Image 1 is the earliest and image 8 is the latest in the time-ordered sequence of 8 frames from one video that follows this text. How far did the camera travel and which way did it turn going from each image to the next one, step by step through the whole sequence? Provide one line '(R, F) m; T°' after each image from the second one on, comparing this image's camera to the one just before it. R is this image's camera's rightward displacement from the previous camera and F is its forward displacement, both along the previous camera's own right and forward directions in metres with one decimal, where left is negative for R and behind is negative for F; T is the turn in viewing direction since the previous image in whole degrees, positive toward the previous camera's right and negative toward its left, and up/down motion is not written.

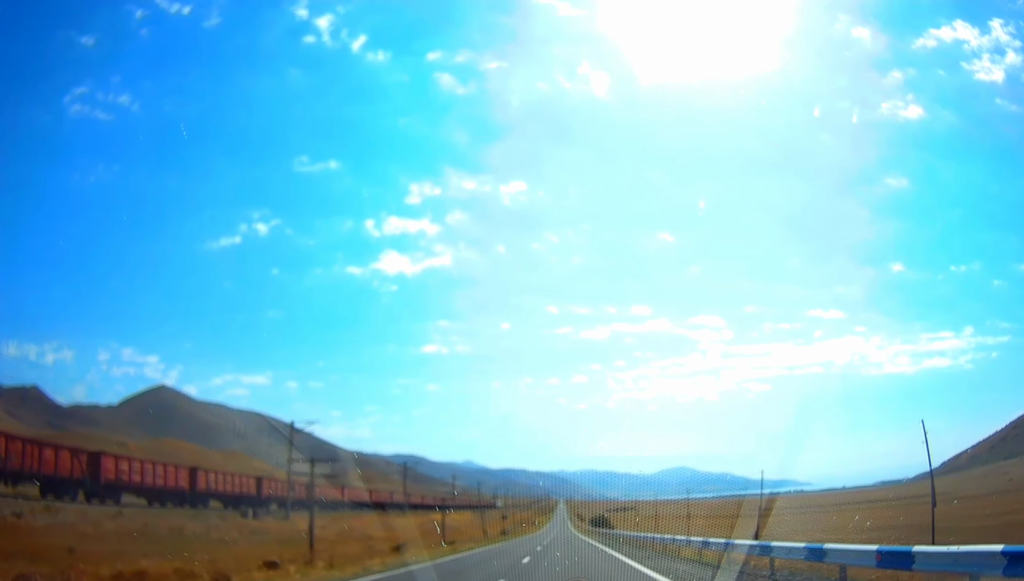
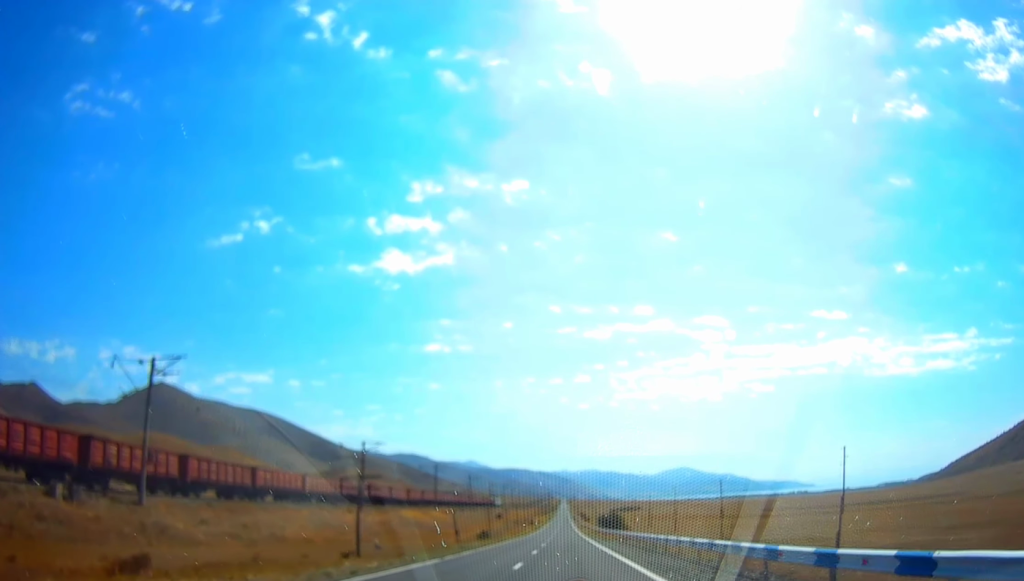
(+0.2, +28.0) m; +1°
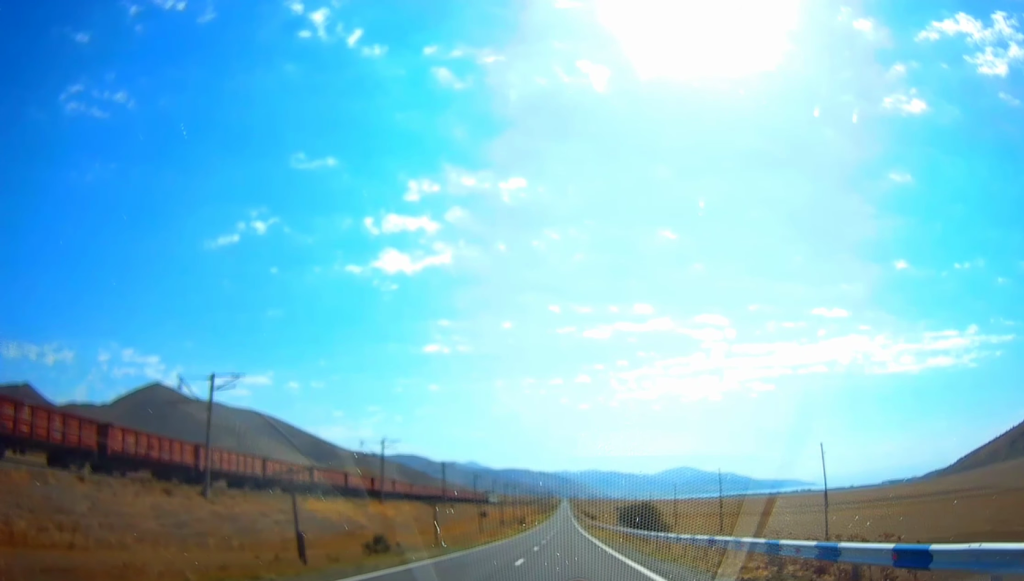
(+0.2, +44.4) m; 0°
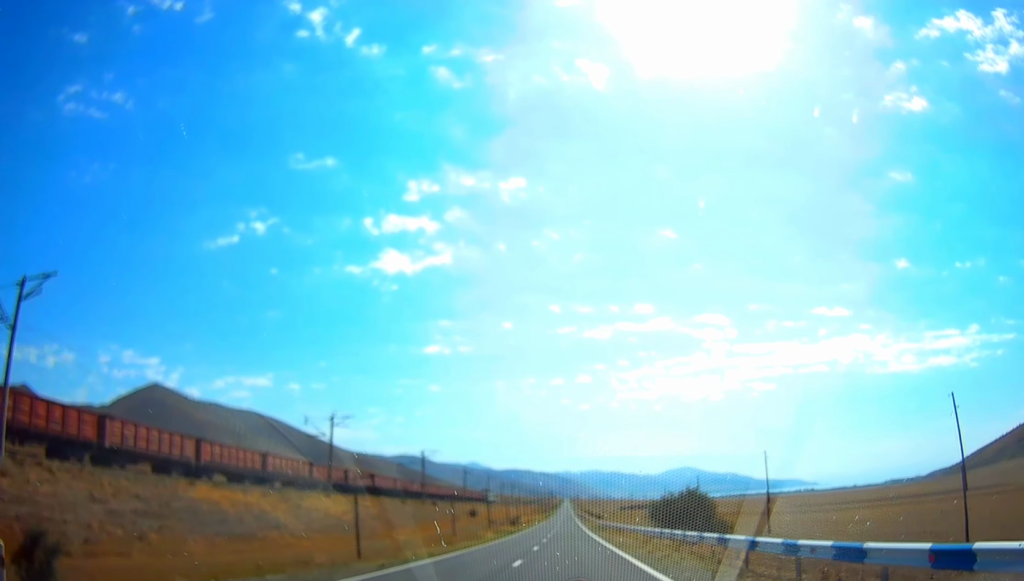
(-0.3, +24.3) m; -1°
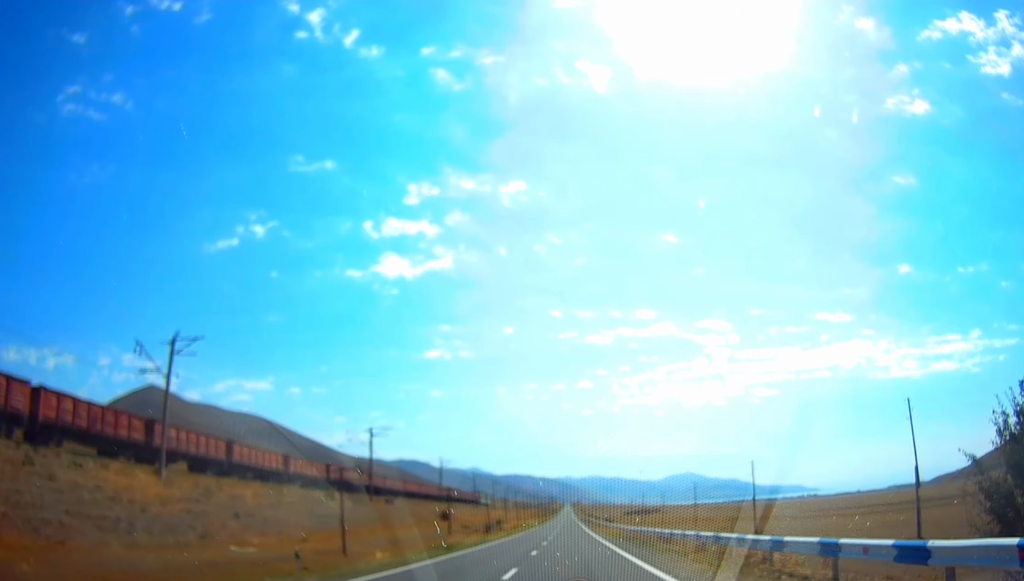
(-0.1, +37.6) m; 0°
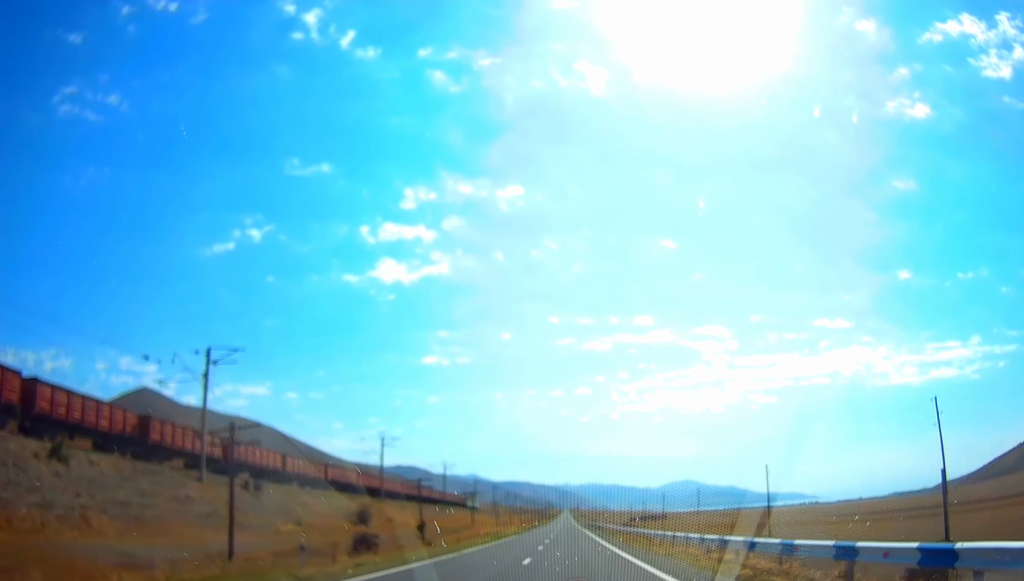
(0.0, +48.5) m; 0°
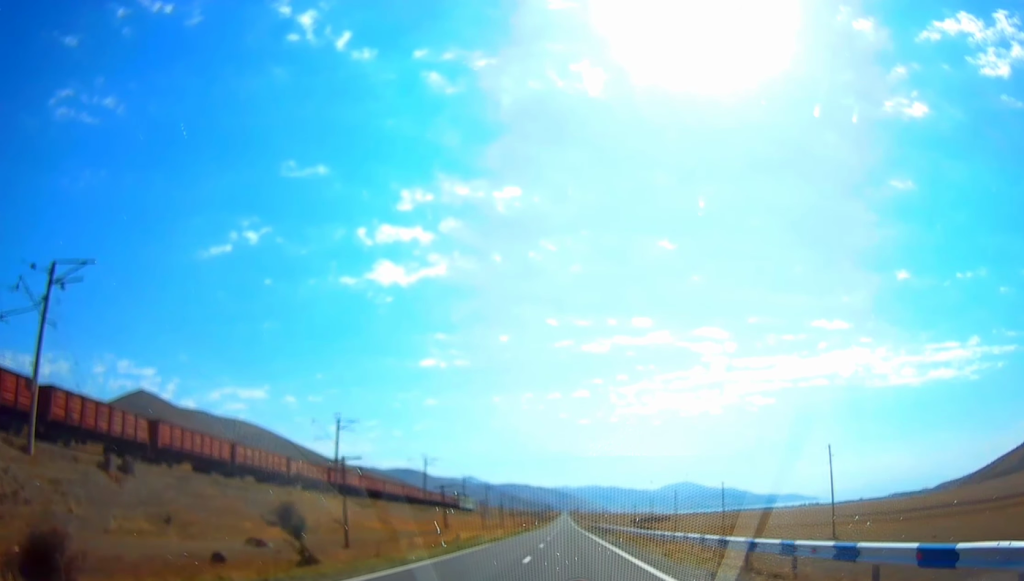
(0.0, +21.0) m; 0°
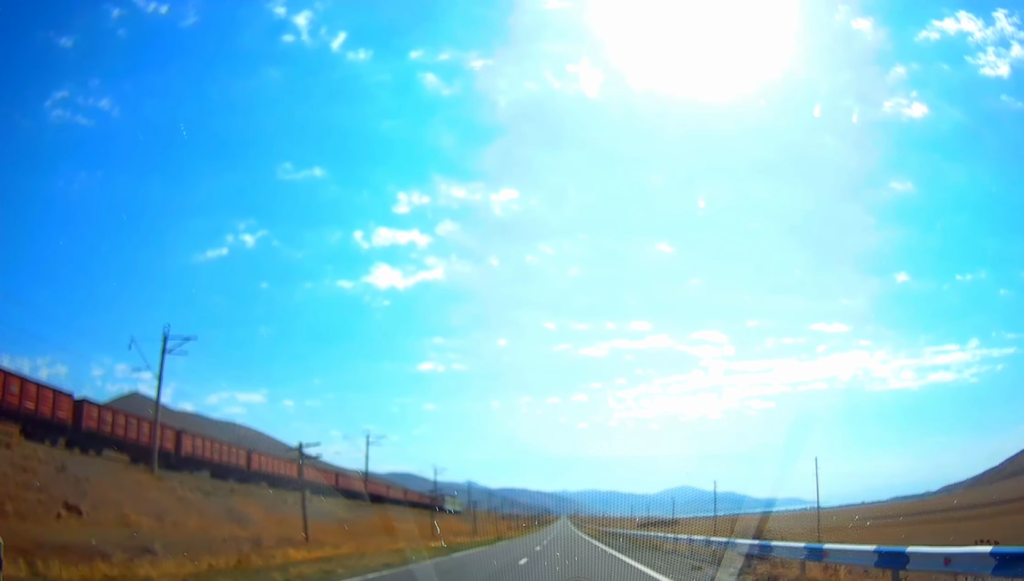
(+0.1, +41.5) m; +1°
